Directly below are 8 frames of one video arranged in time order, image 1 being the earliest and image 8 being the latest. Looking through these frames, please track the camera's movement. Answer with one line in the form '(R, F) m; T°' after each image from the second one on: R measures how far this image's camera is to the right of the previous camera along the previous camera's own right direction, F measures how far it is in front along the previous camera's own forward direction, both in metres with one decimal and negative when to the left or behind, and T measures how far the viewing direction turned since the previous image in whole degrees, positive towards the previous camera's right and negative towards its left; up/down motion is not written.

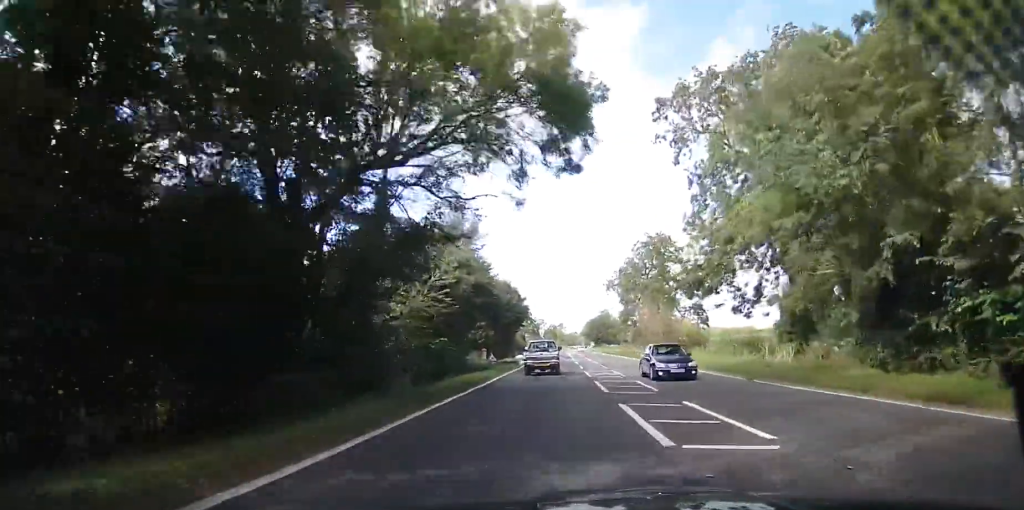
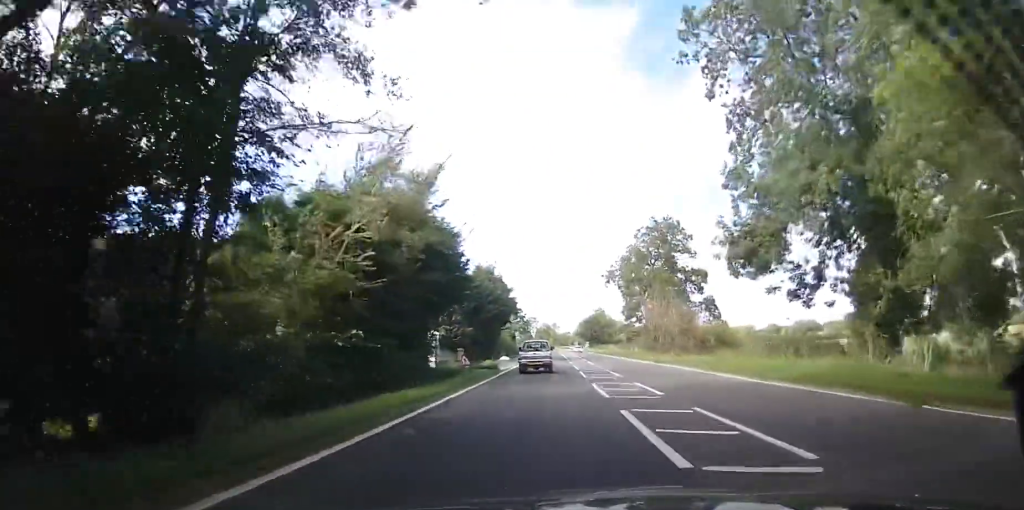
(+0.3, +11.2) m; +2°
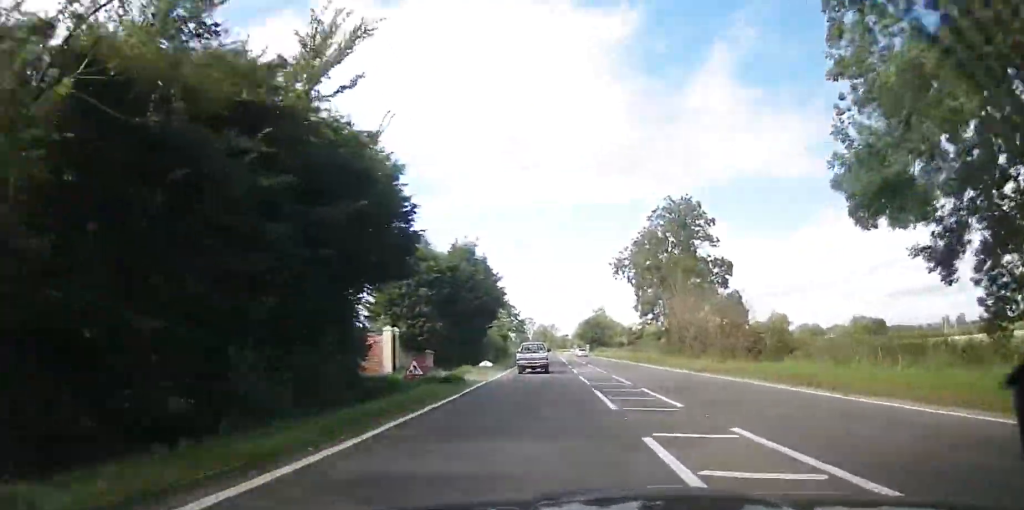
(0.0, +12.5) m; 0°
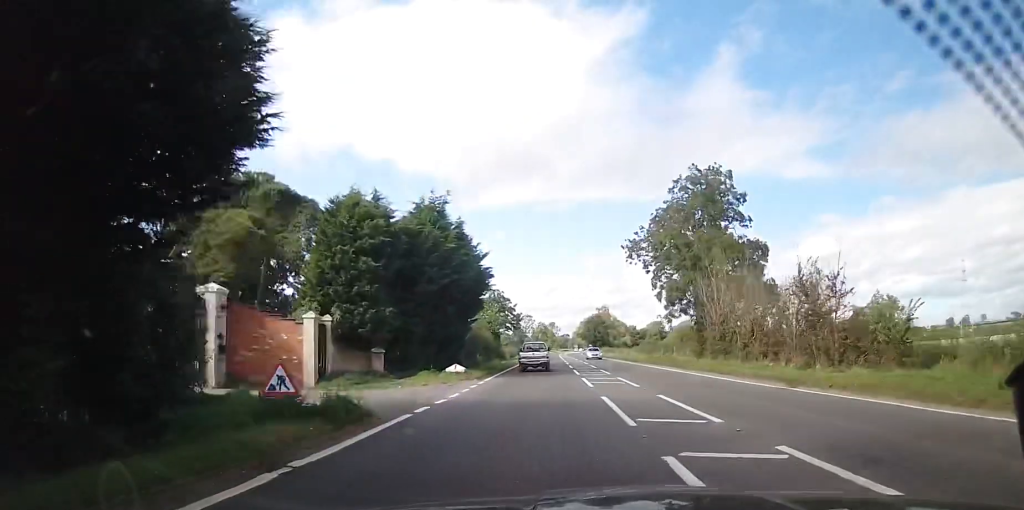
(0.0, +11.9) m; 0°
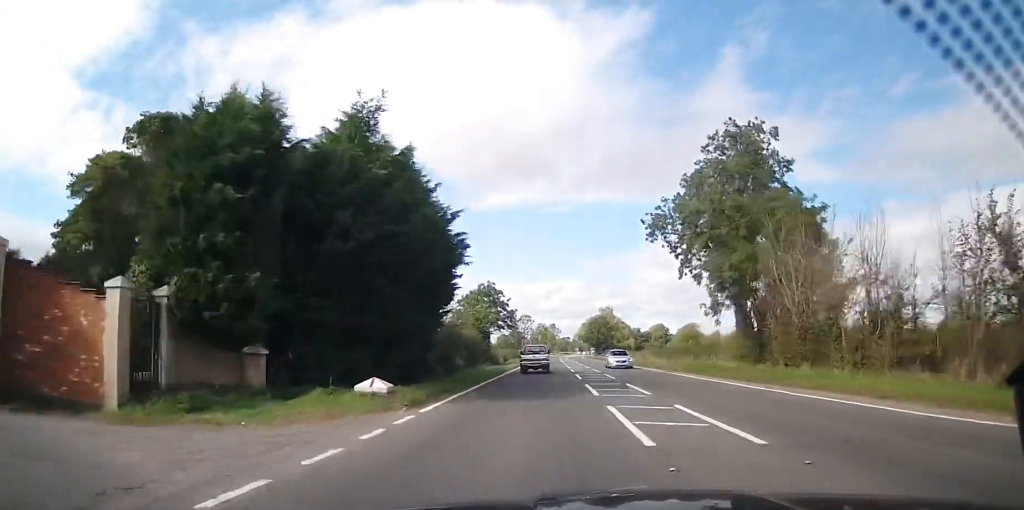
(0.0, +11.8) m; 0°
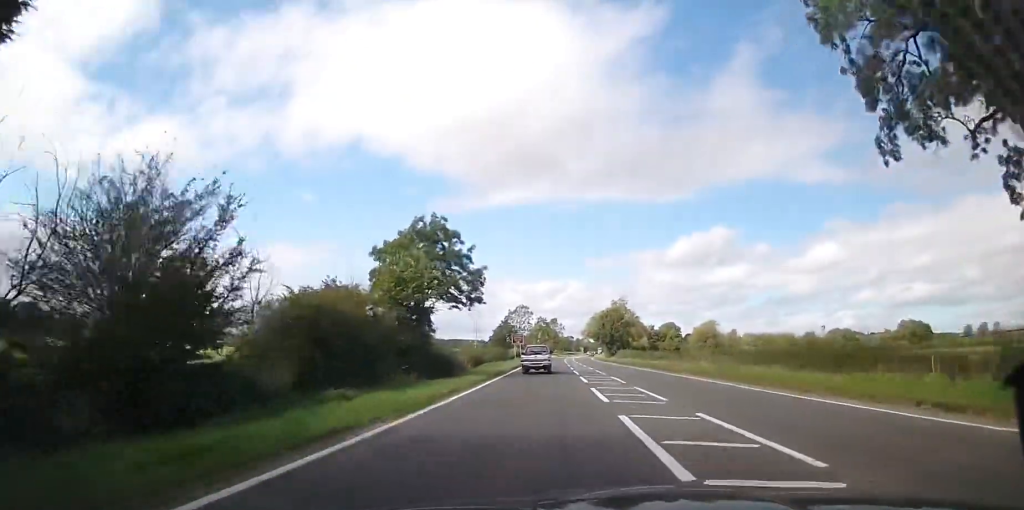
(+0.8, +28.9) m; +2°
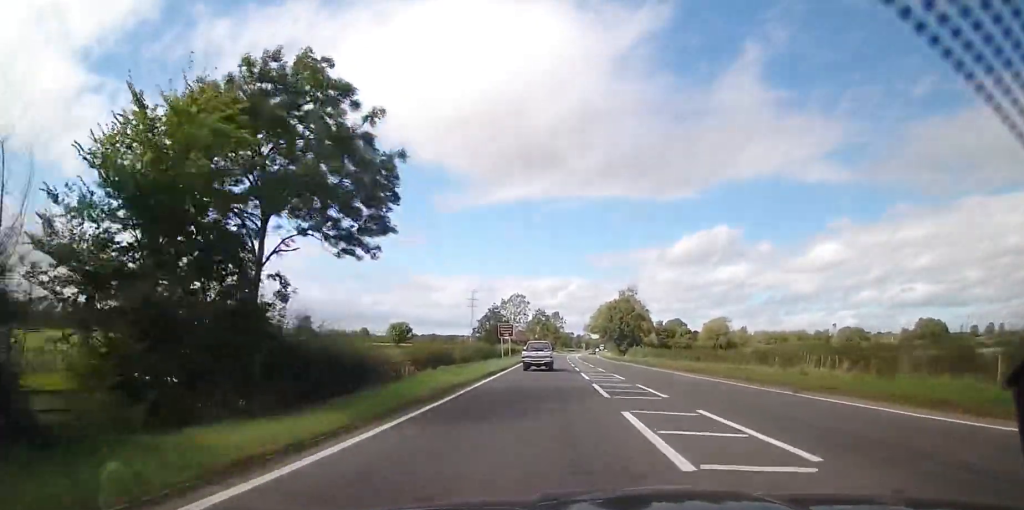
(+0.1, +17.7) m; 0°
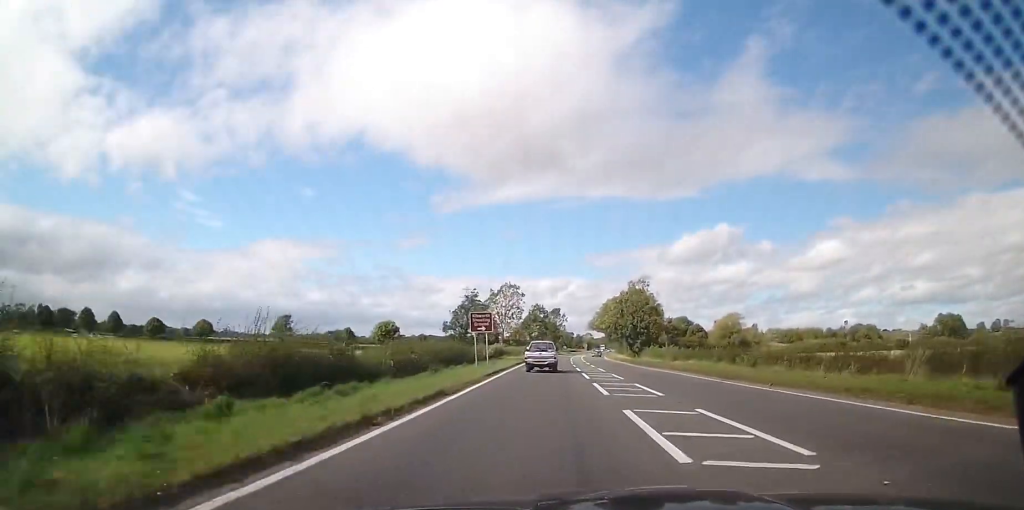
(-0.1, +17.9) m; 0°
